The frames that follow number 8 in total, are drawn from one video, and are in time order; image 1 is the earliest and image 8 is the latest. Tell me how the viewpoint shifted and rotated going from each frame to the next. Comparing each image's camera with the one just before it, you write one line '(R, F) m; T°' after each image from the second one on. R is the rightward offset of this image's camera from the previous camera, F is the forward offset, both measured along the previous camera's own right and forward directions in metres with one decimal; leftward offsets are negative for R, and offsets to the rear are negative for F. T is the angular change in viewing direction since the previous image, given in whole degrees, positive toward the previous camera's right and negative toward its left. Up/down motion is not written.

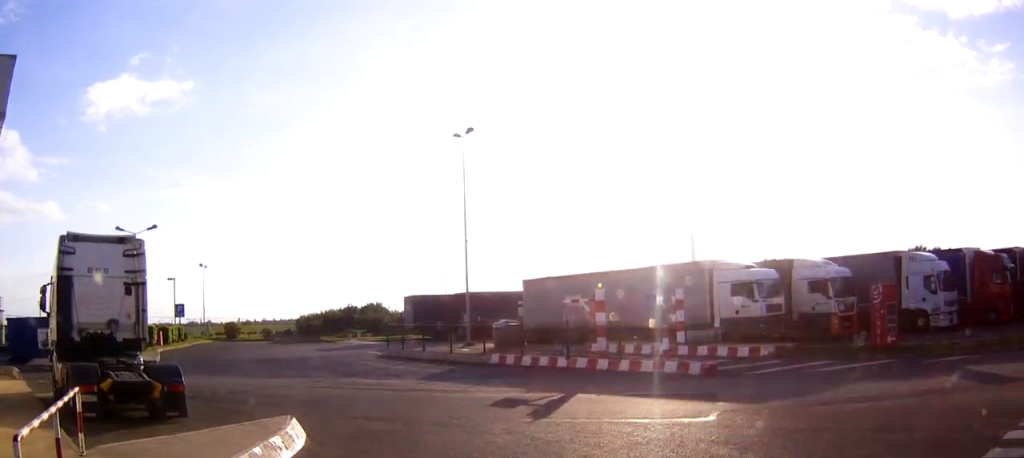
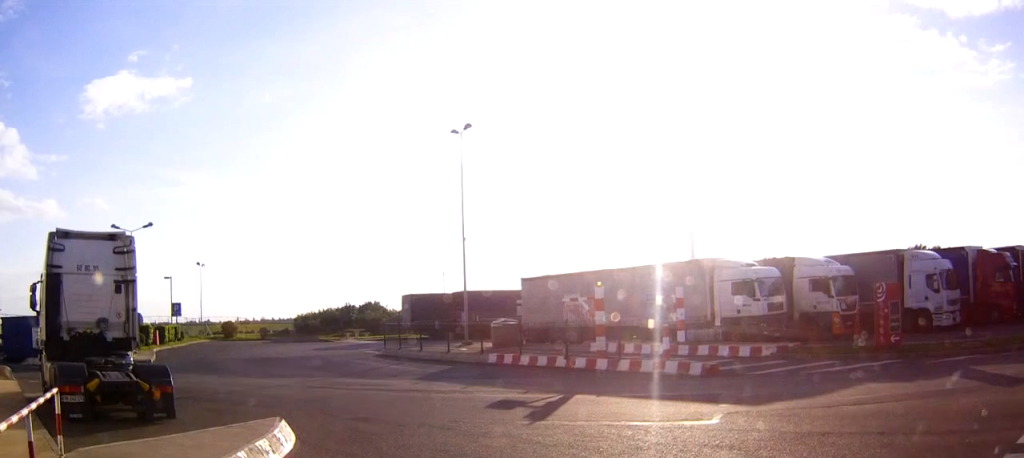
(0.0, 0.0) m; 0°
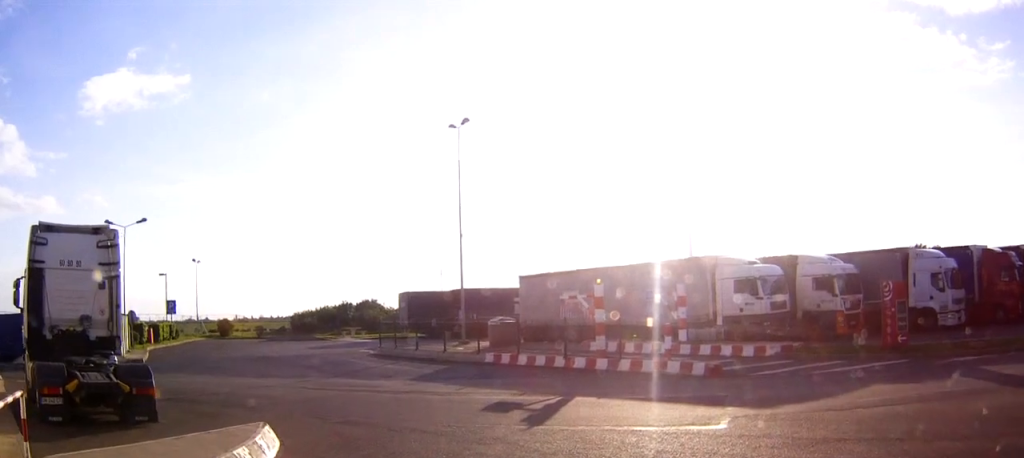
(0.0, 0.0) m; 0°
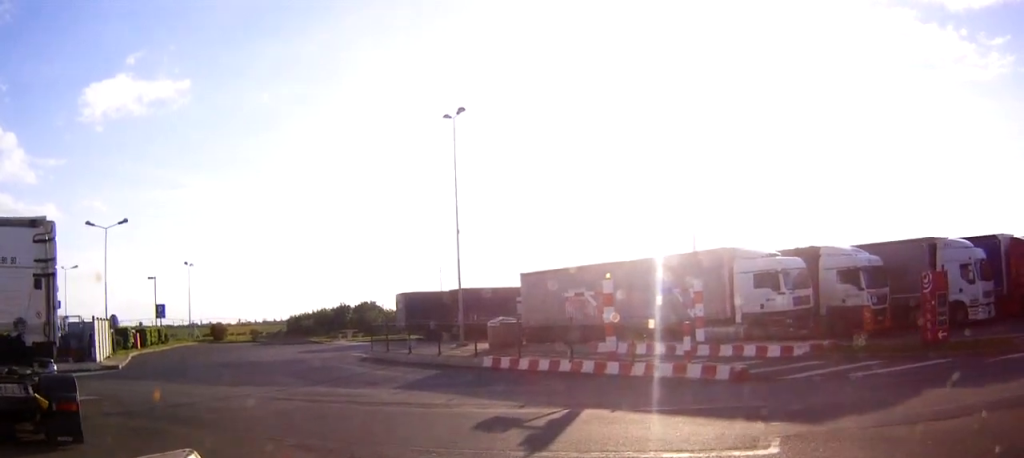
(0.0, +0.1) m; 0°
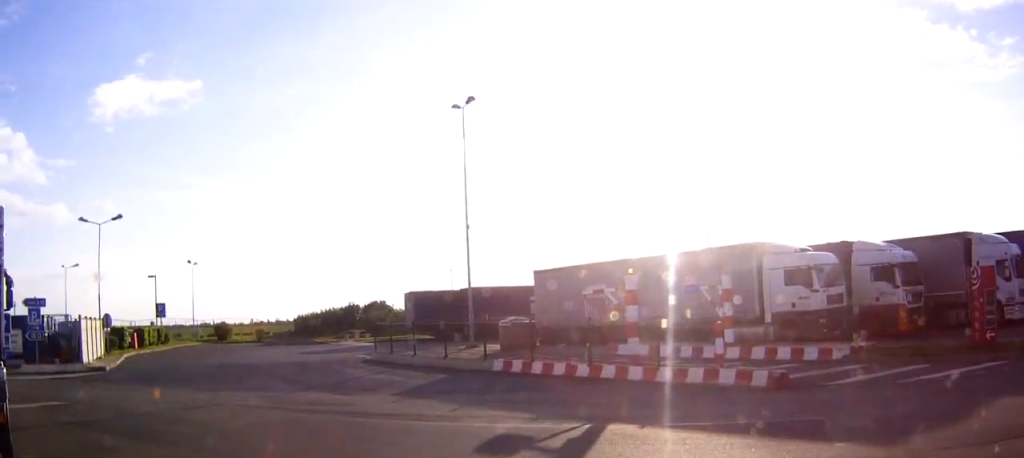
(0.0, +1.2) m; -2°
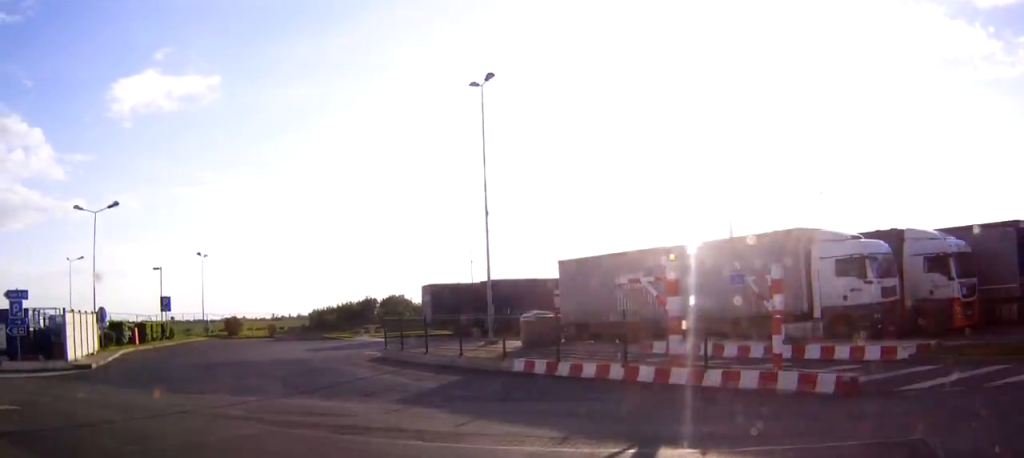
(0.0, +3.3) m; -1°
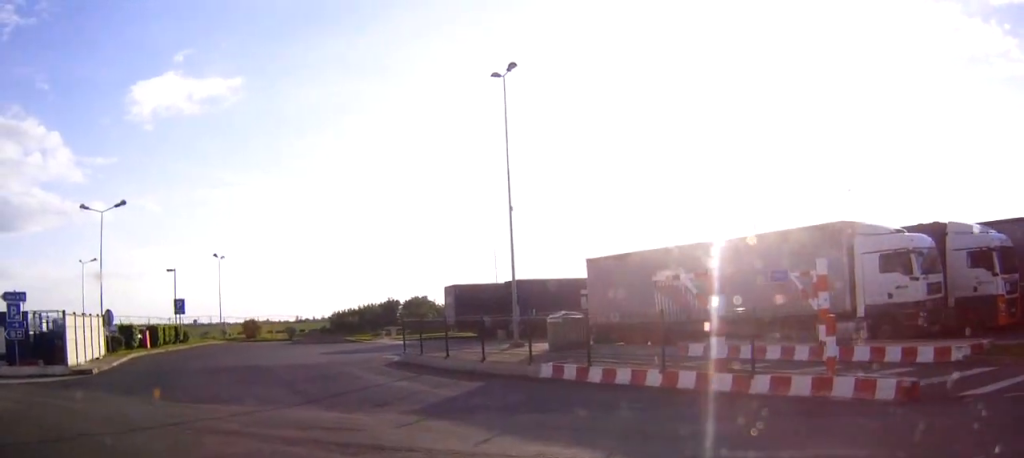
(0.0, +2.0) m; -3°
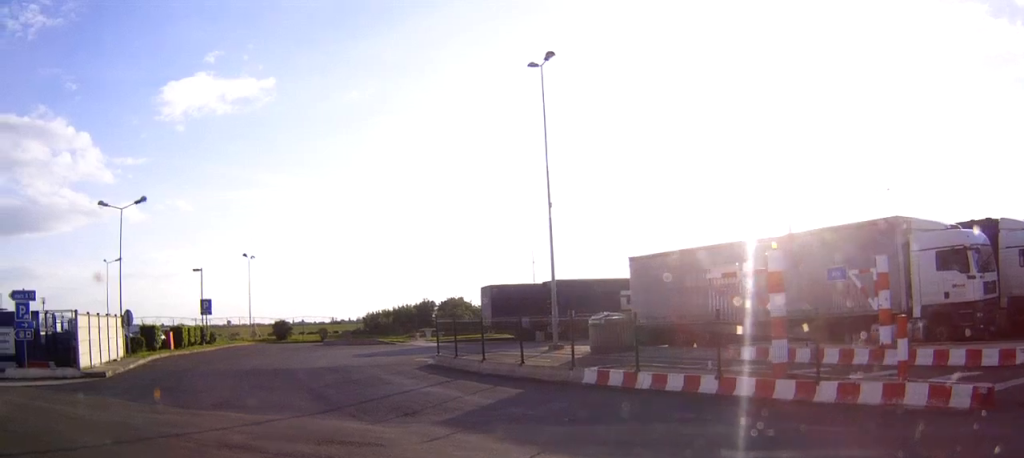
(-0.1, +1.8) m; -3°
